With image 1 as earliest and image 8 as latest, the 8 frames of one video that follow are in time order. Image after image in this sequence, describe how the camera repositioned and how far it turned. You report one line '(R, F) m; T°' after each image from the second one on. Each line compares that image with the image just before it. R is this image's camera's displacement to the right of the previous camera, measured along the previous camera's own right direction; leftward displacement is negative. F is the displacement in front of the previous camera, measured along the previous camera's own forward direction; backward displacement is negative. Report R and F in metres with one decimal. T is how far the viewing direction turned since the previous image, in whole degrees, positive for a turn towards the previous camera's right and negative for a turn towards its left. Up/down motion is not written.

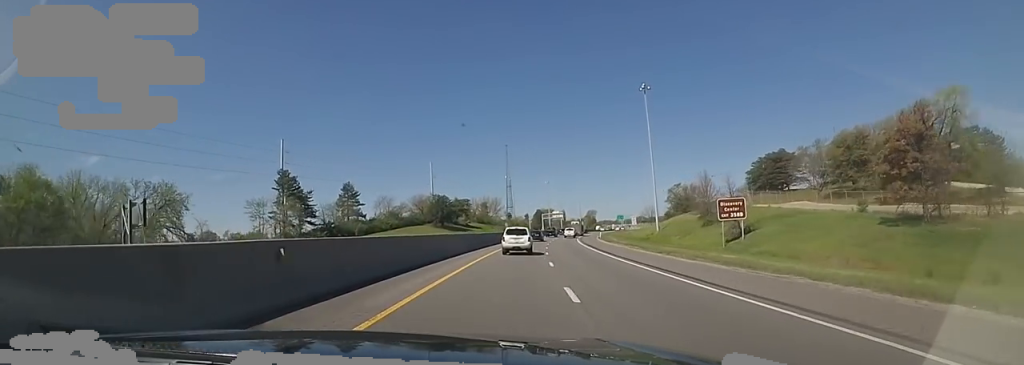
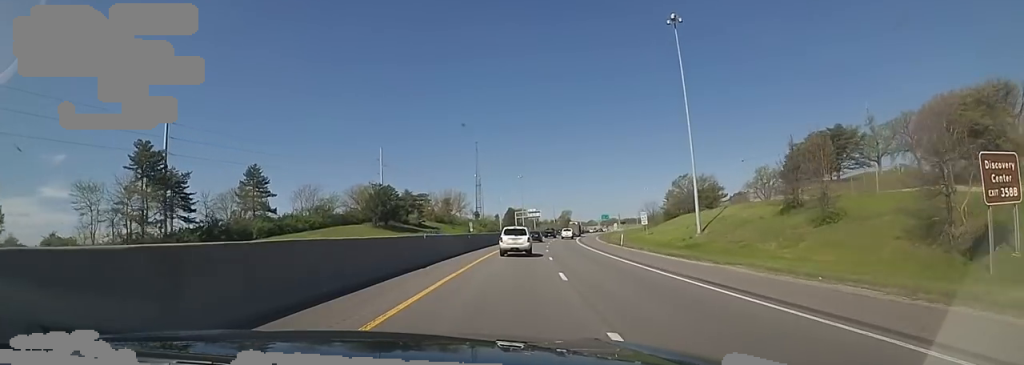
(+1.7, +35.5) m; +2°
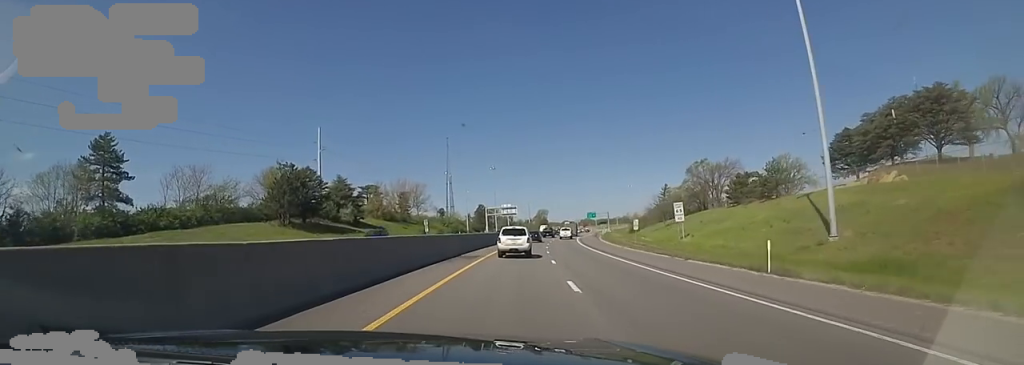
(-0.3, +33.2) m; +4°
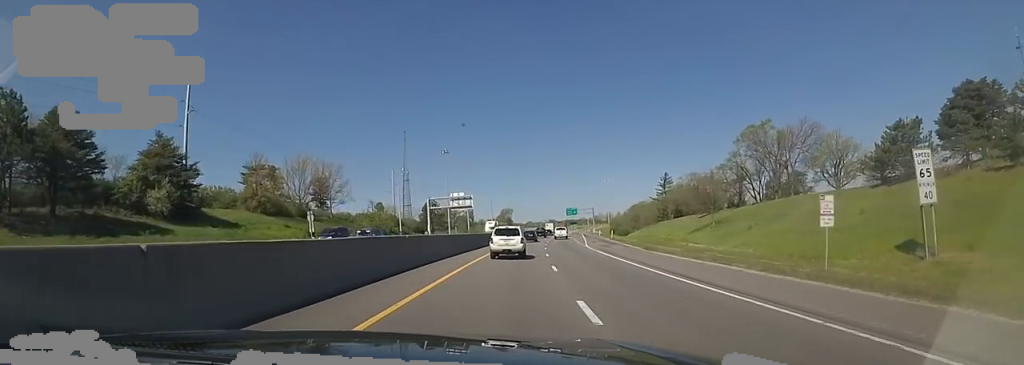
(+3.7, +43.6) m; +5°
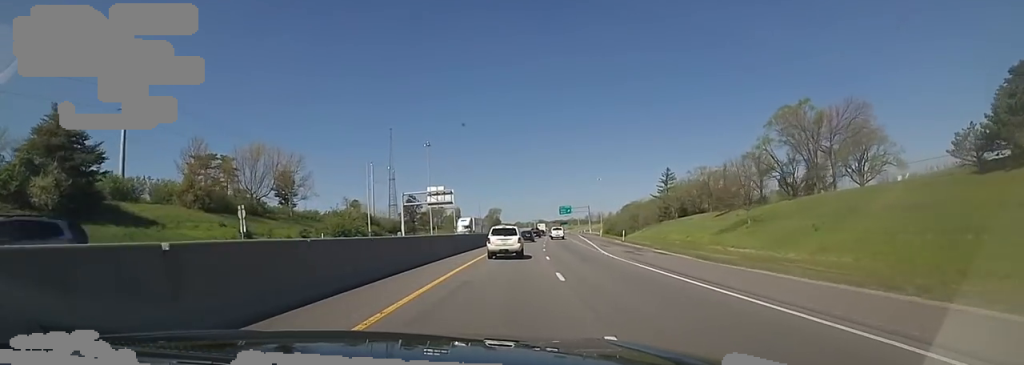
(0.0, +13.3) m; 0°
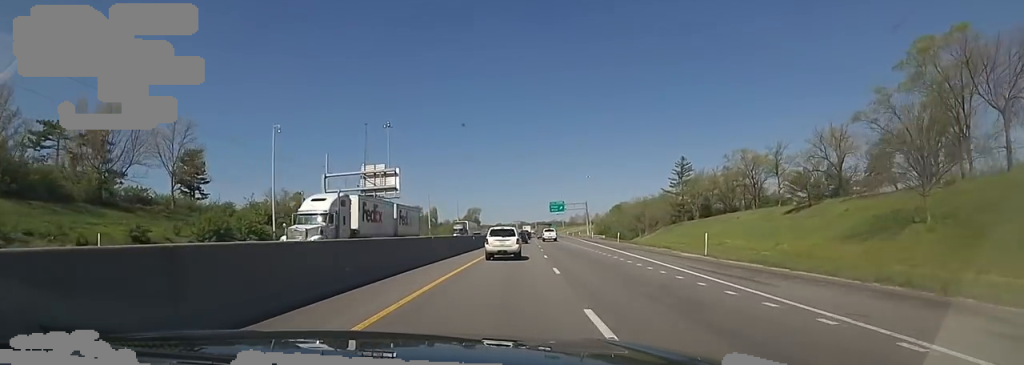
(+0.1, +27.5) m; +3°
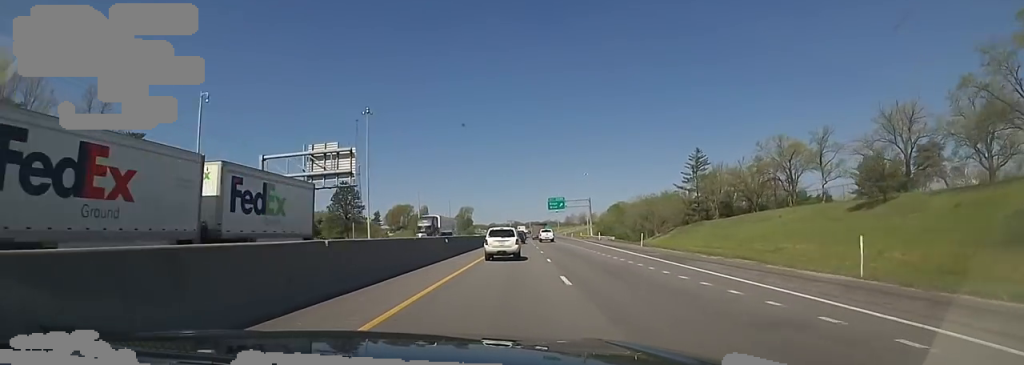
(+0.2, +13.1) m; +1°
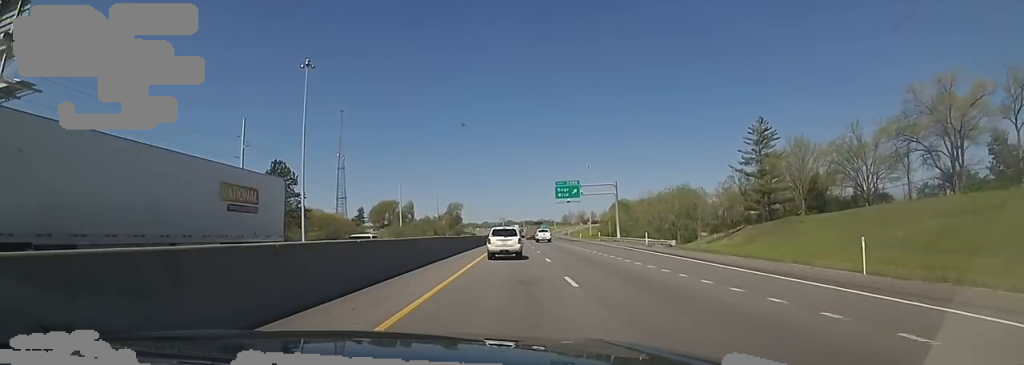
(+1.1, +30.0) m; +1°
